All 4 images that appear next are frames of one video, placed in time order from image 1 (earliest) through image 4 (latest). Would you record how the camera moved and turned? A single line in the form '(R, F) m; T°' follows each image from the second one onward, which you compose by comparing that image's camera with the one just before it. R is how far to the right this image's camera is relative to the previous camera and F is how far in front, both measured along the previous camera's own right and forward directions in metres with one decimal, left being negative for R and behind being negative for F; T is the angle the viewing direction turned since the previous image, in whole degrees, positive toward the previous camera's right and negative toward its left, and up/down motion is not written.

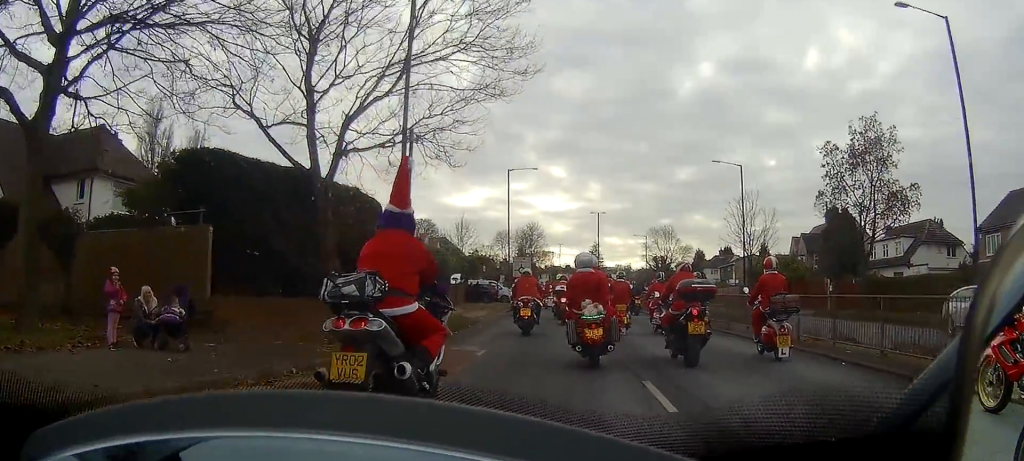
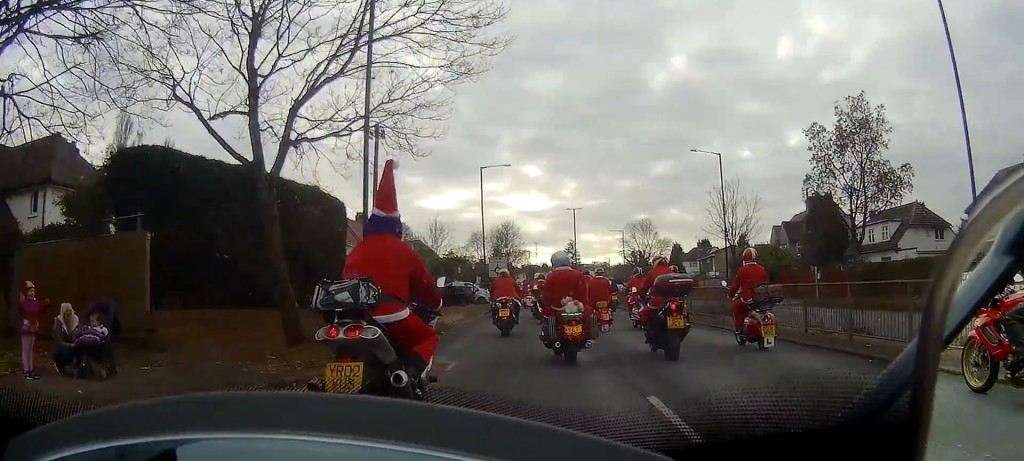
(0.0, +1.4) m; -1°
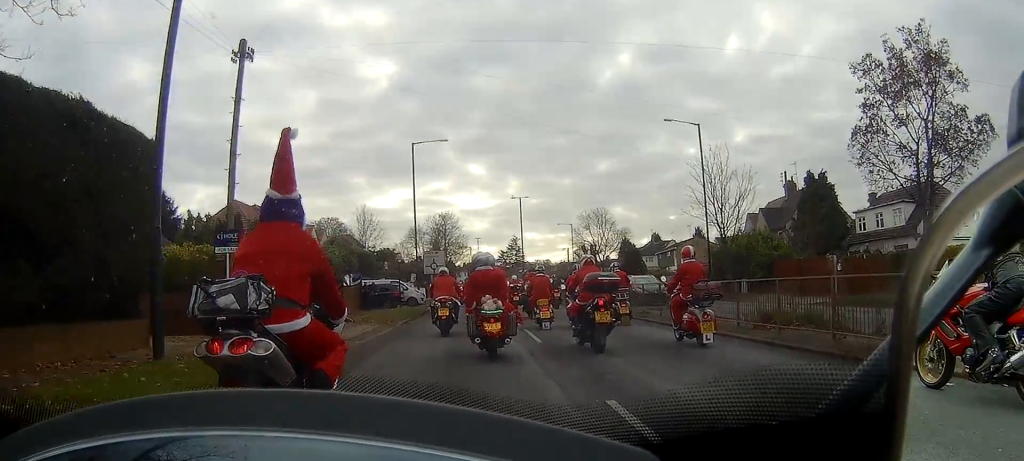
(-0.6, +9.7) m; -3°
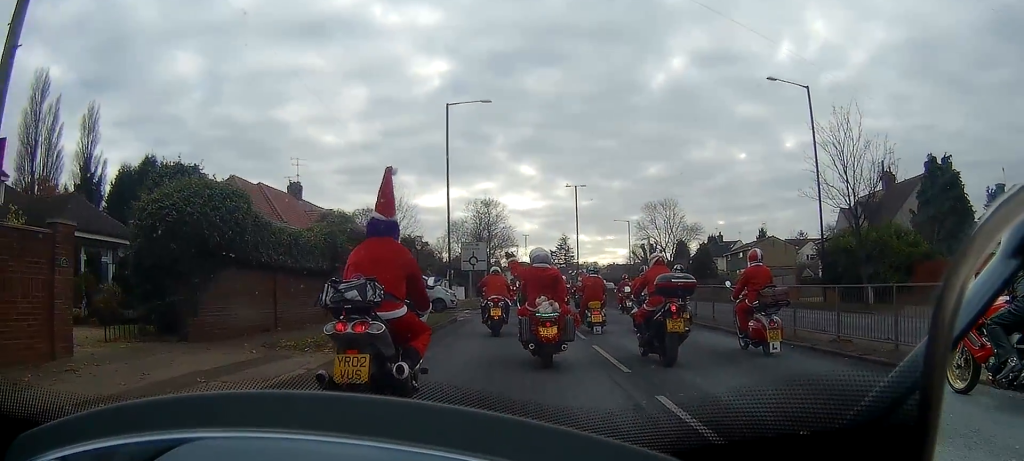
(-0.2, +11.3) m; -4°
